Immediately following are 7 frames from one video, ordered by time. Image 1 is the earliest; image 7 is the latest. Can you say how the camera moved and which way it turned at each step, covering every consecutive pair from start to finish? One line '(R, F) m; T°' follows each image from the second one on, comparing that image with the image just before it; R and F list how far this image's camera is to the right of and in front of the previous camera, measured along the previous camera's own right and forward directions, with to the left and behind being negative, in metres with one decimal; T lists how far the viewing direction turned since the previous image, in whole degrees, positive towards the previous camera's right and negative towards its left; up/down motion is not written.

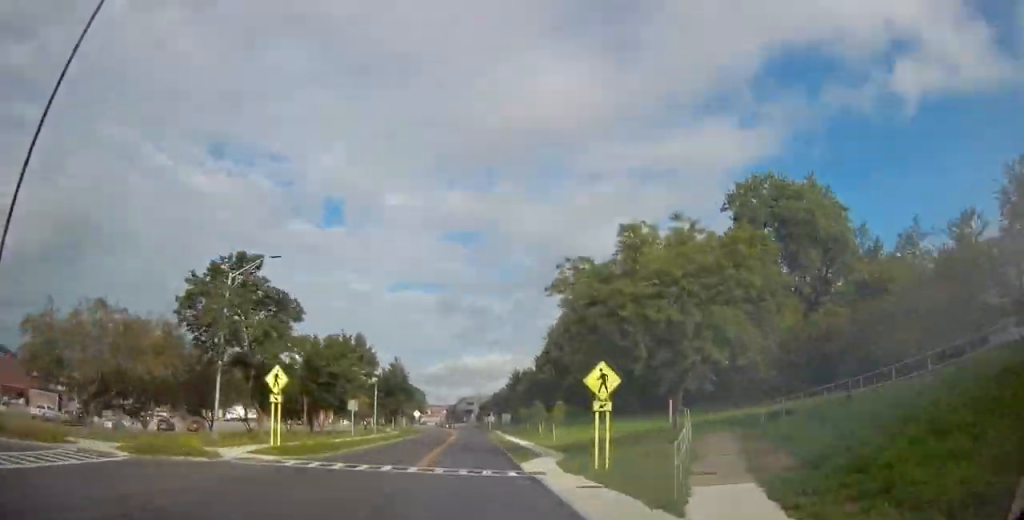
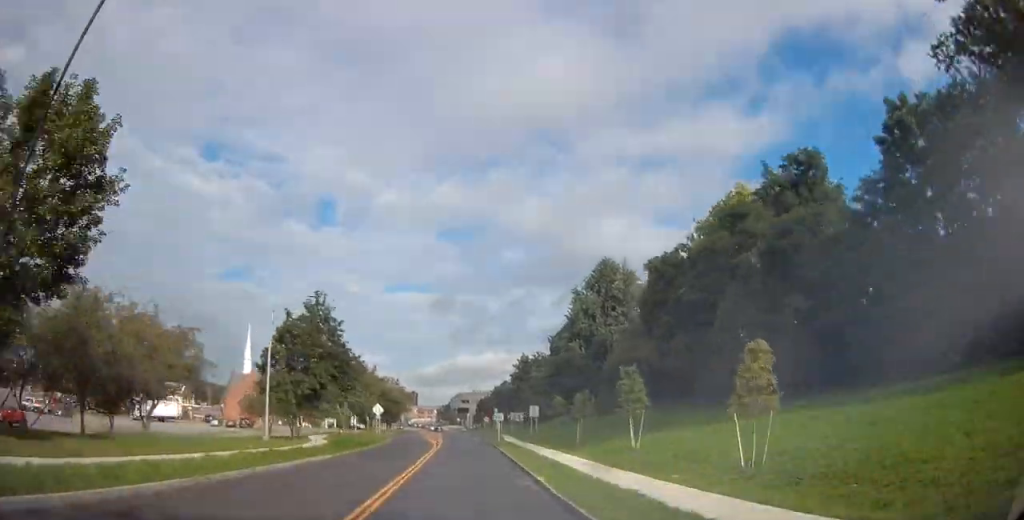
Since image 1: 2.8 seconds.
(0.0, +40.6) m; 0°
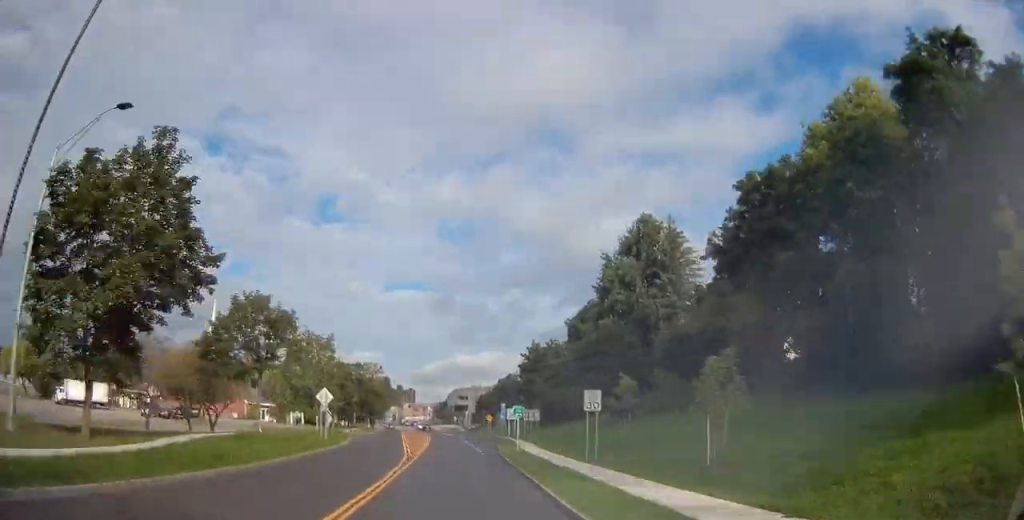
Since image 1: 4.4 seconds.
(-0.2, +23.2) m; -1°
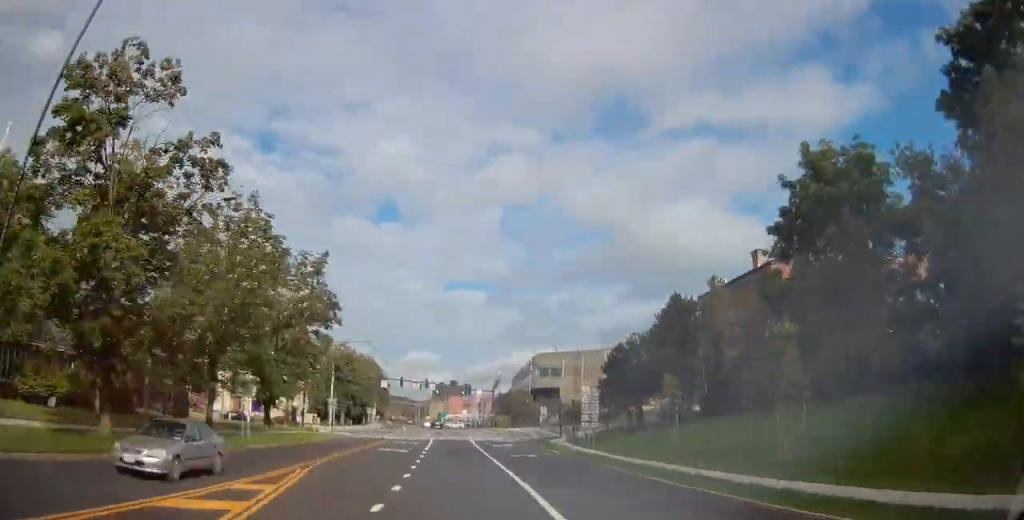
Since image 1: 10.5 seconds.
(-2.8, +88.6) m; -5°
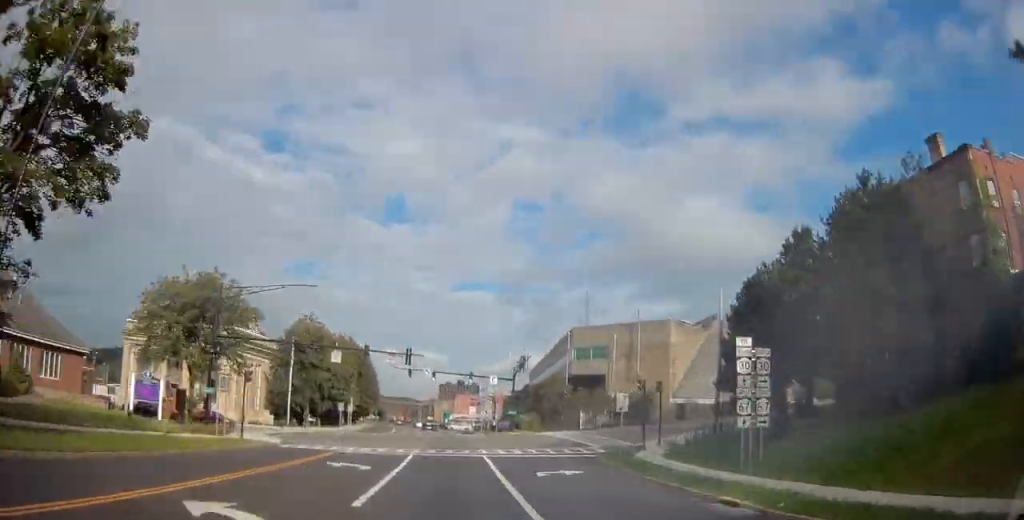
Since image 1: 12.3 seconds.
(-0.7, +24.4) m; -2°
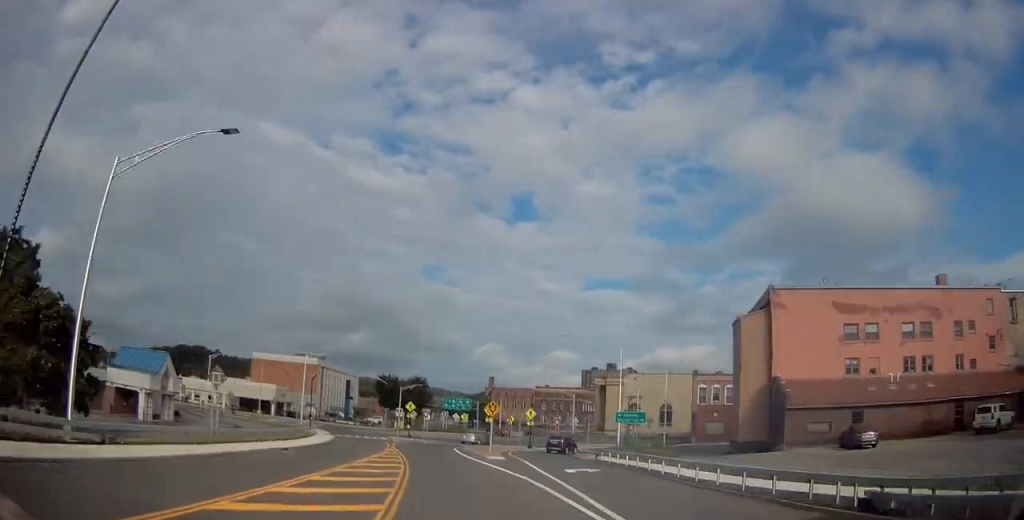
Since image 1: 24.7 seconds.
(-15.5, +154.9) m; -9°
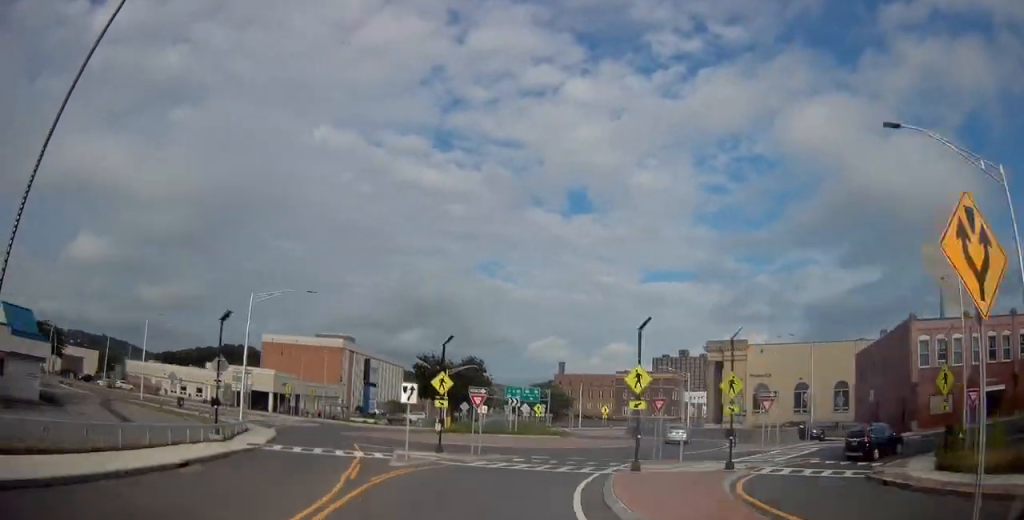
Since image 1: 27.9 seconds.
(-0.1, +31.5) m; +3°
